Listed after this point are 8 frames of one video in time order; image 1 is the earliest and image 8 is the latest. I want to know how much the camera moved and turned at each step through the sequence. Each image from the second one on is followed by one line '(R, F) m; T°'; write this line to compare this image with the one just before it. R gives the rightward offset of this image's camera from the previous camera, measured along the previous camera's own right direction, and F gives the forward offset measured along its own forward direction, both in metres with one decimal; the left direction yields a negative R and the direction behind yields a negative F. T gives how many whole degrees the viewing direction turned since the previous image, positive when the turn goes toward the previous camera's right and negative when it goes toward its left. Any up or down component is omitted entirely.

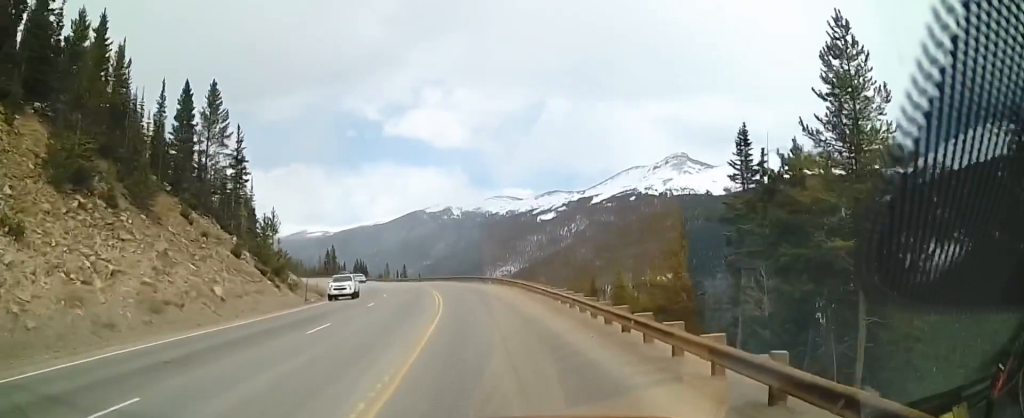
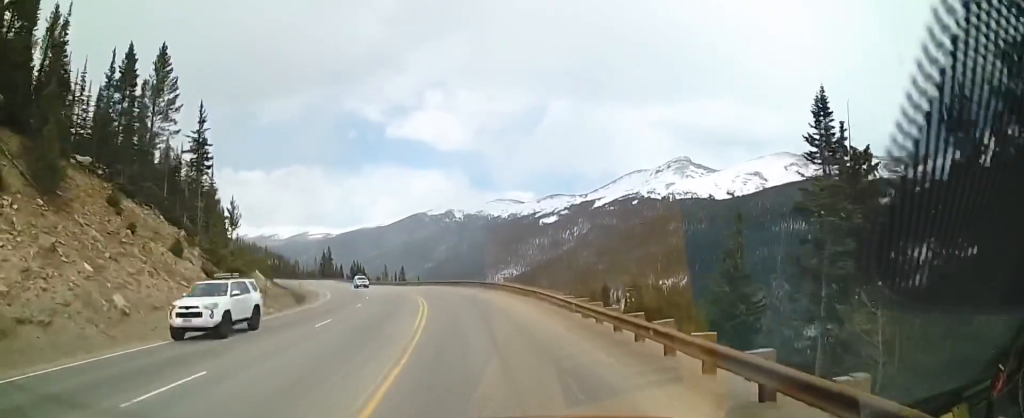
(+0.2, +9.3) m; -1°
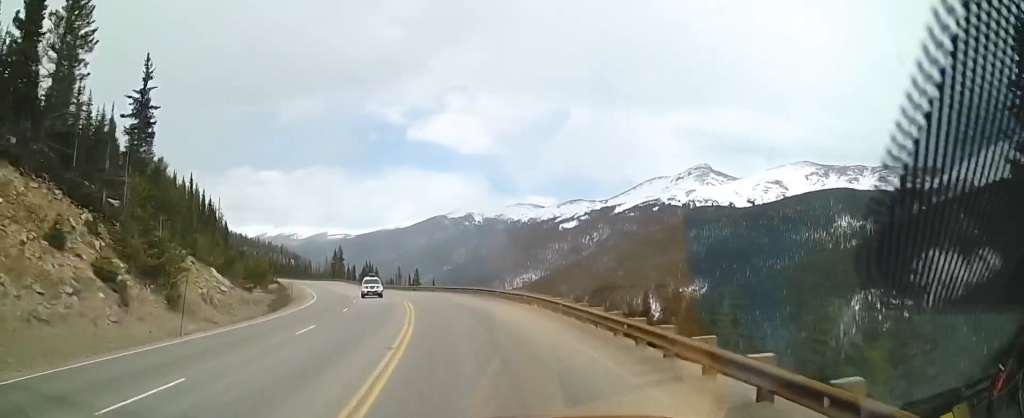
(-0.1, +13.1) m; -3°
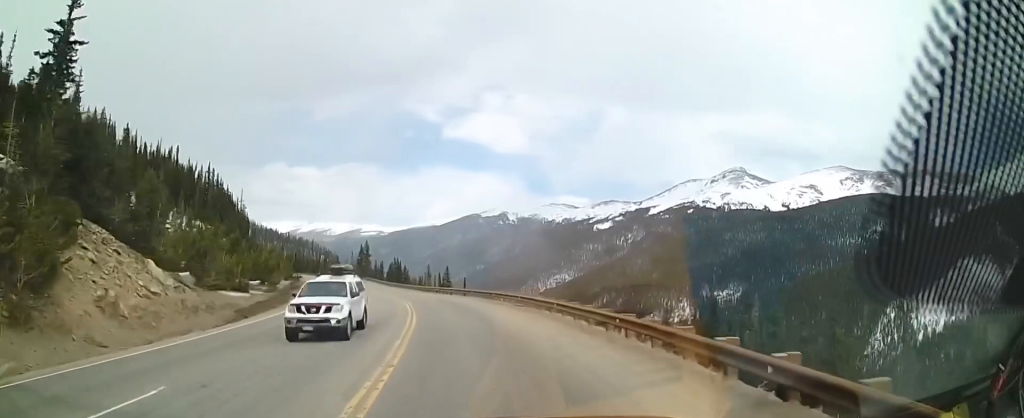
(-0.5, +13.1) m; -4°
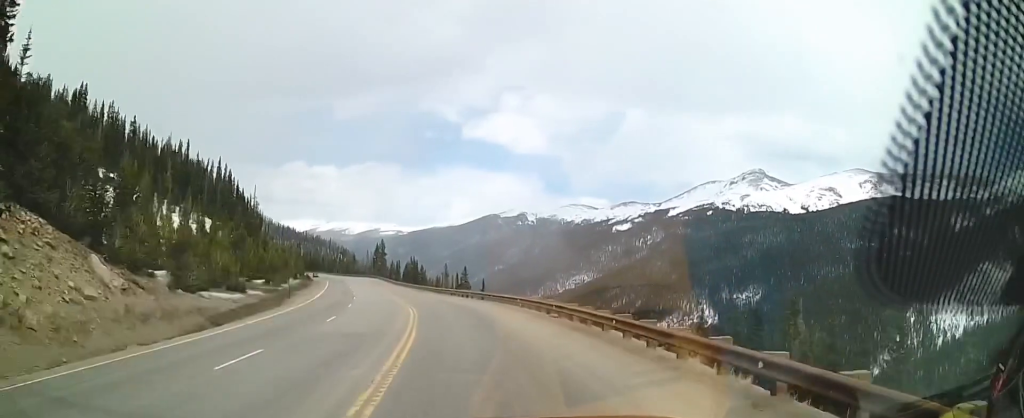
(-0.2, +6.8) m; -1°
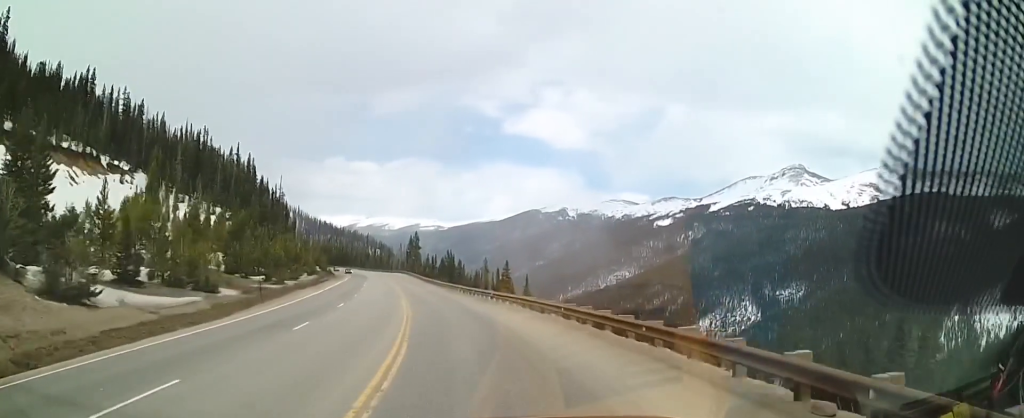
(-0.1, +17.2) m; -1°
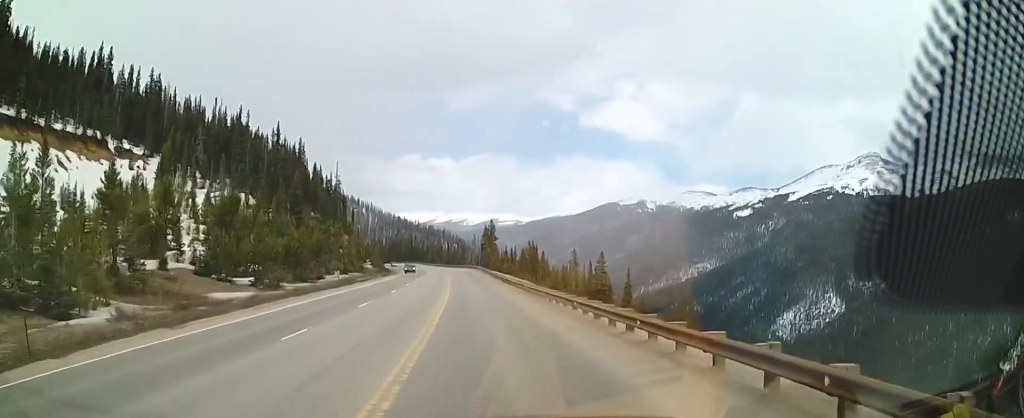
(-1.3, +28.2) m; -9°
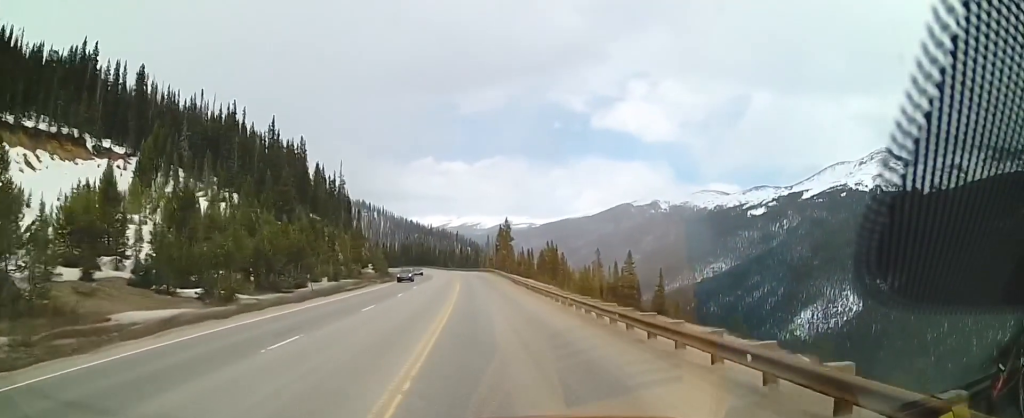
(-0.9, +12.9) m; -5°
